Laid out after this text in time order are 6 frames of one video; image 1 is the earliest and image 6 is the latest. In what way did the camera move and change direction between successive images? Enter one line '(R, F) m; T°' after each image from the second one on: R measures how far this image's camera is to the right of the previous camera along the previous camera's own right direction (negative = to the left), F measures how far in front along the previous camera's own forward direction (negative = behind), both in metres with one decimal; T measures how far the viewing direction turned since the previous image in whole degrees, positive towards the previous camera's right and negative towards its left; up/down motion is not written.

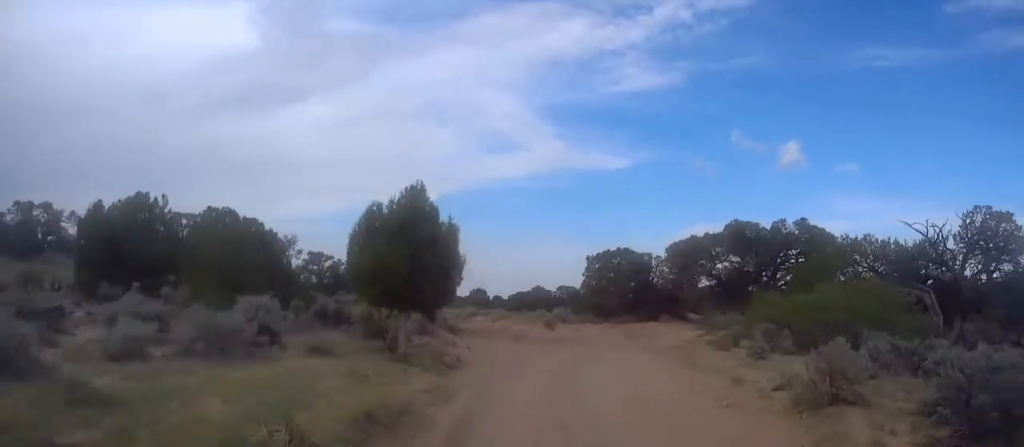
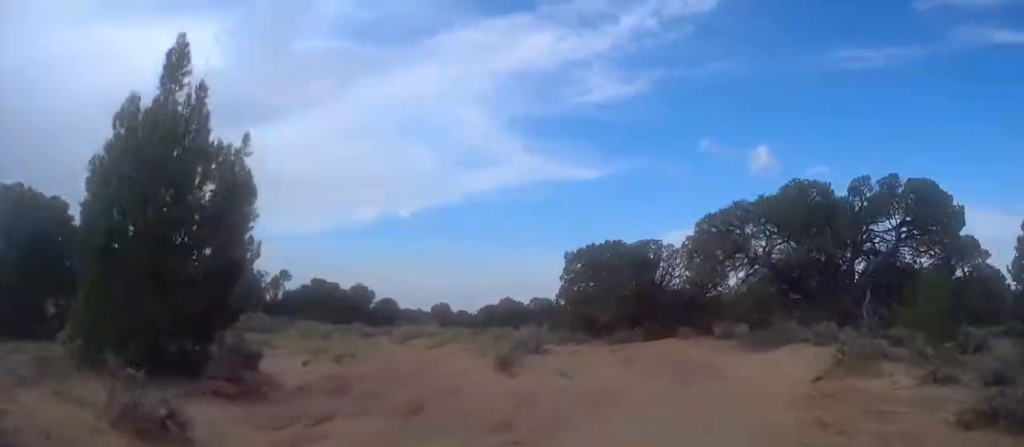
(0.0, +16.3) m; -1°
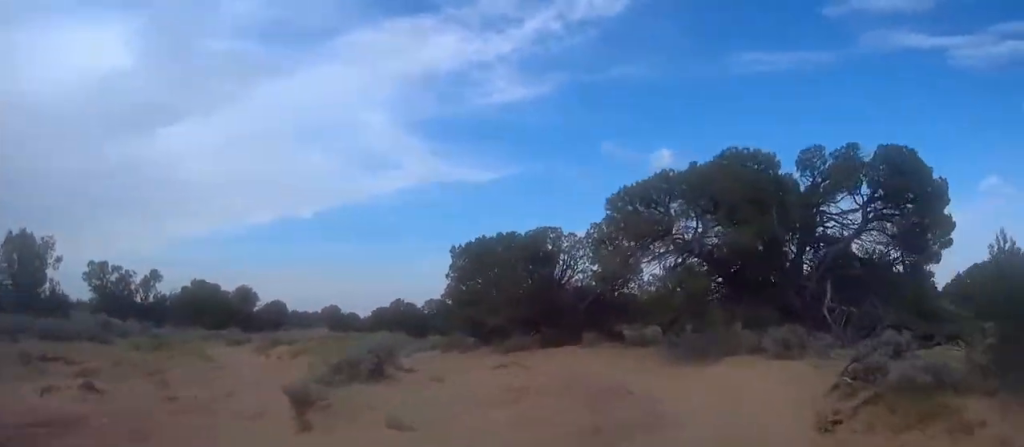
(-0.1, +6.3) m; +3°
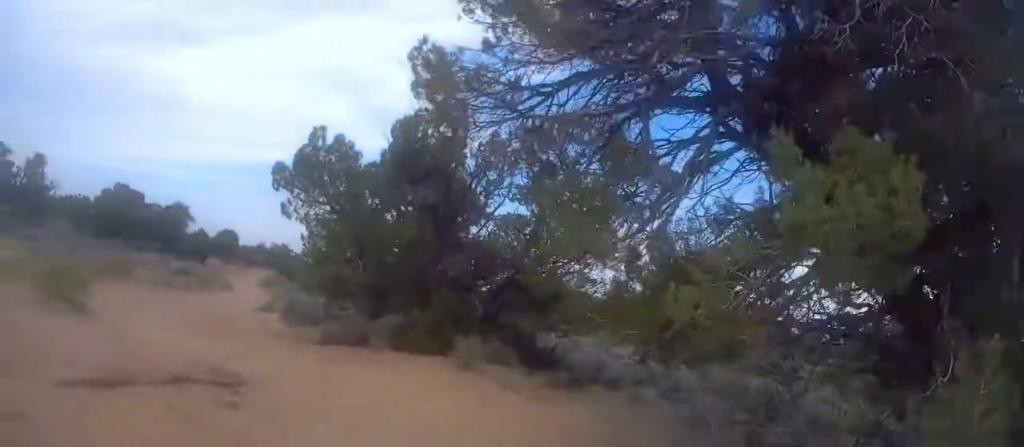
(+3.3, +19.6) m; +5°
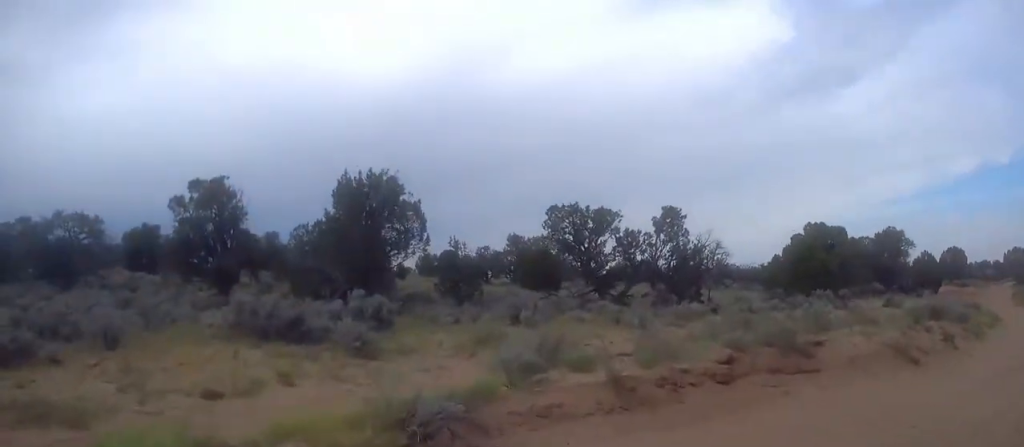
(-9.5, +22.5) m; -23°
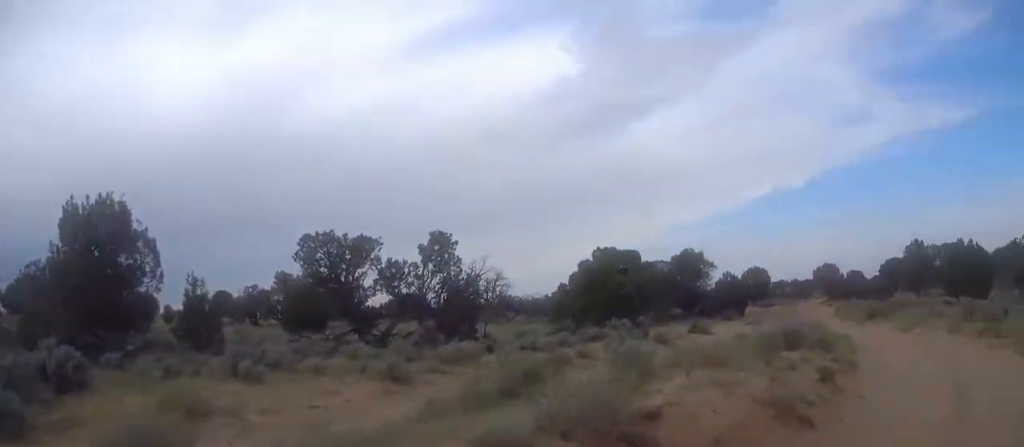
(-0.5, +4.2) m; 0°
